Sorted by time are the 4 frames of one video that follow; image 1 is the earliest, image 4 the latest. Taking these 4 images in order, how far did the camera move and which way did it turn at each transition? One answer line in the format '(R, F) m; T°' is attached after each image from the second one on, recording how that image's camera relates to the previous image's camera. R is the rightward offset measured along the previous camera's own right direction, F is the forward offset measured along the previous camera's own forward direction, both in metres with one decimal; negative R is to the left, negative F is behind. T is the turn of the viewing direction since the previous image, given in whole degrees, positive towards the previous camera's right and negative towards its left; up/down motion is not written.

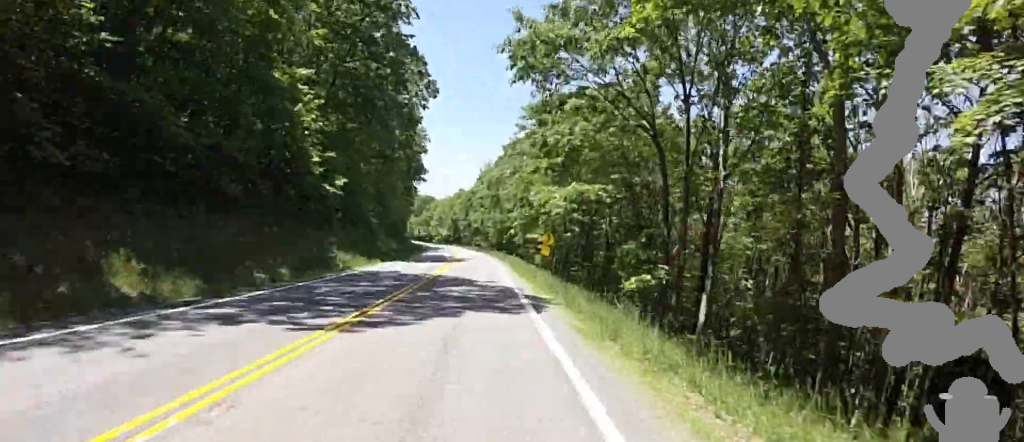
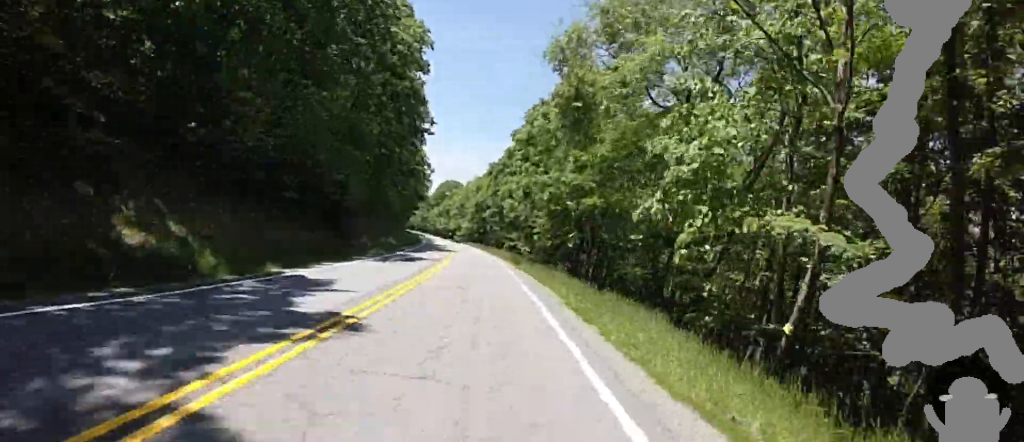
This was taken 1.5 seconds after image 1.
(-1.3, +38.3) m; -7°
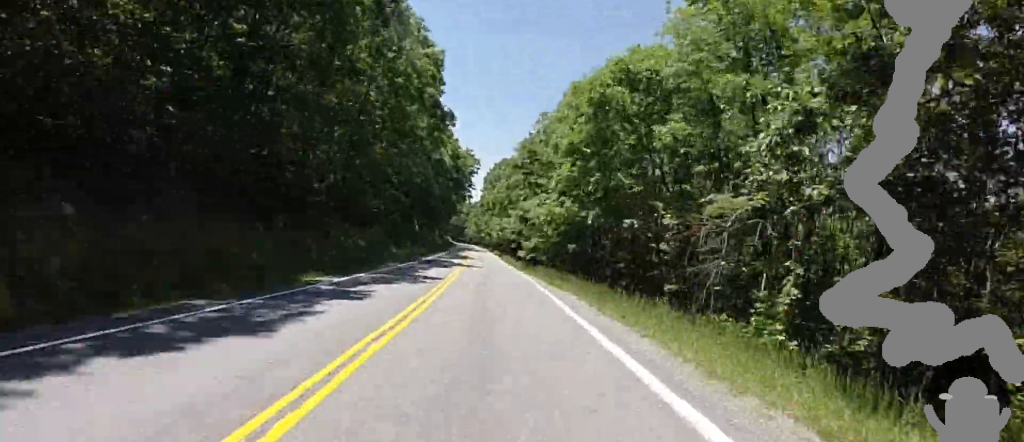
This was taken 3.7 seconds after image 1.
(-2.8, +61.0) m; -3°
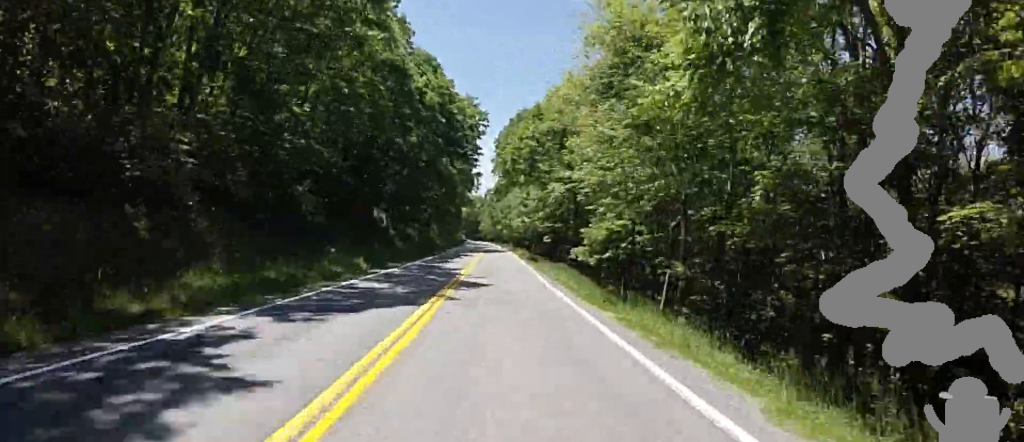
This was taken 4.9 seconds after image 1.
(-0.3, +30.7) m; -4°
